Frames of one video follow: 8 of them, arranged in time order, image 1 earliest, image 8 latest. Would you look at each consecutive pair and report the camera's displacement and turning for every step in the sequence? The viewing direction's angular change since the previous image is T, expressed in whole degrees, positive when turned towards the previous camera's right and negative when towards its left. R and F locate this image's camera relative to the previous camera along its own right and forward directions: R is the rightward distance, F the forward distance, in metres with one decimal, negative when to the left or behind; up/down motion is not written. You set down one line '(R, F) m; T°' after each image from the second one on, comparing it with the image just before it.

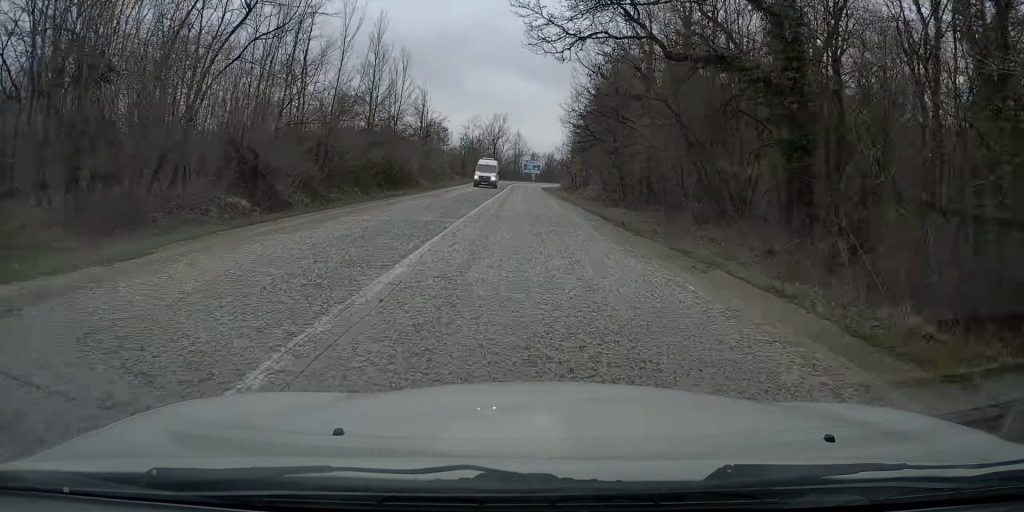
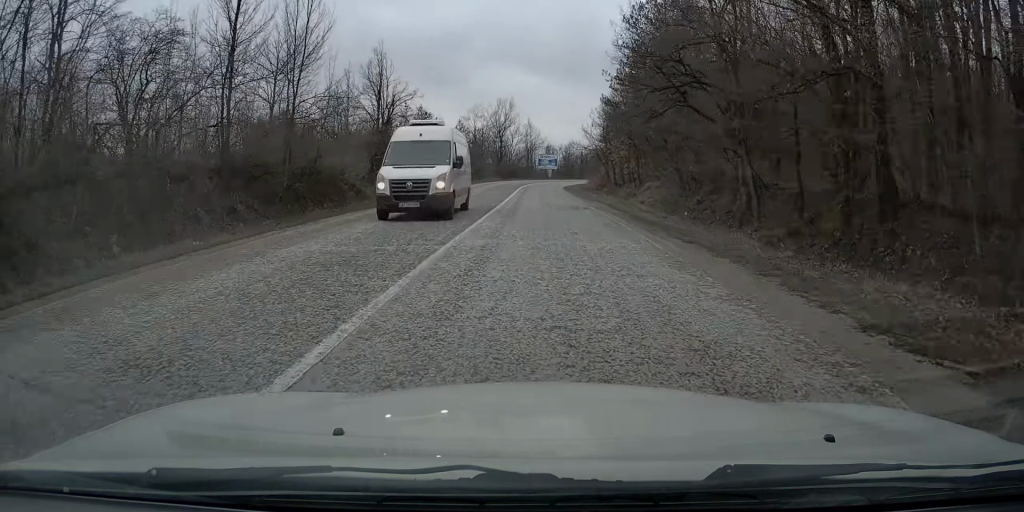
(-0.6, +25.1) m; -1°
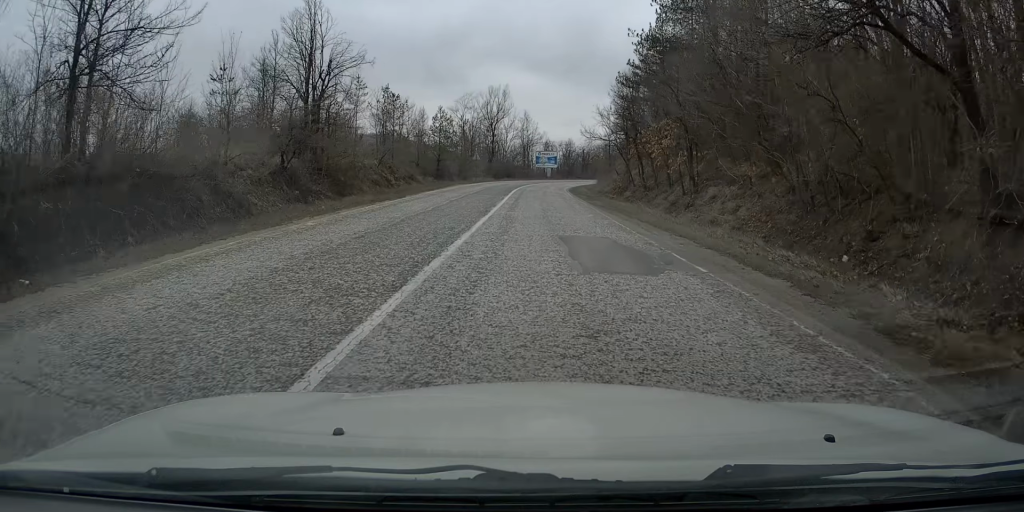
(+0.2, +15.0) m; 0°
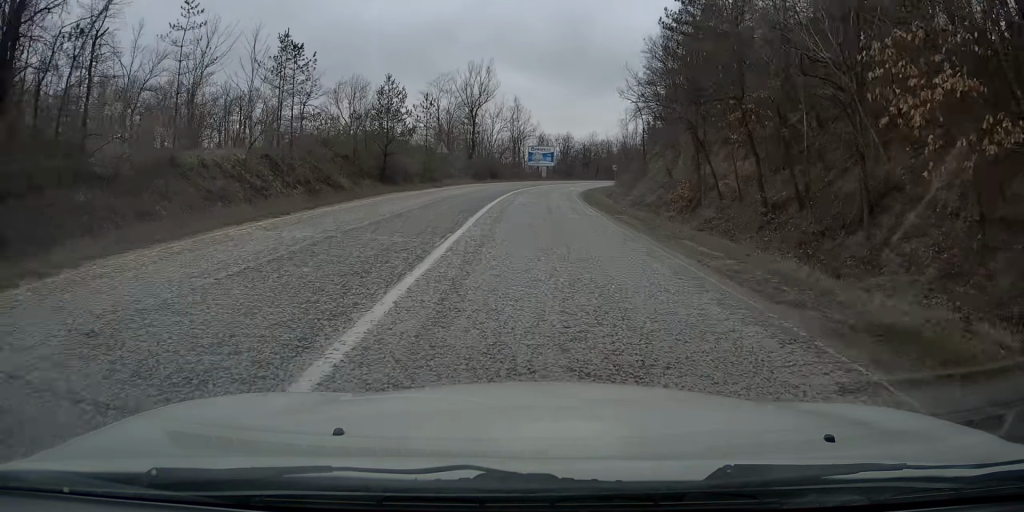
(-0.4, +21.5) m; -1°
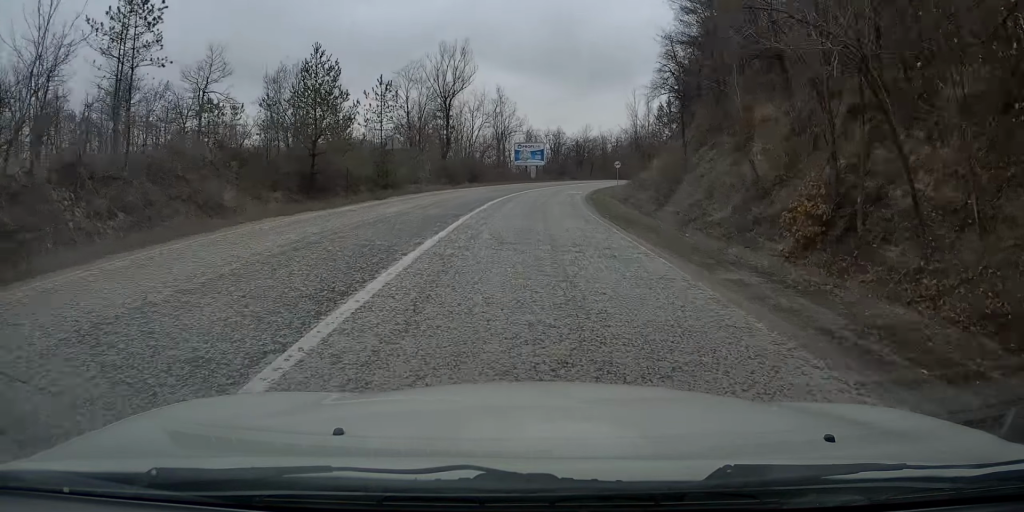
(0.0, +13.1) m; +1°
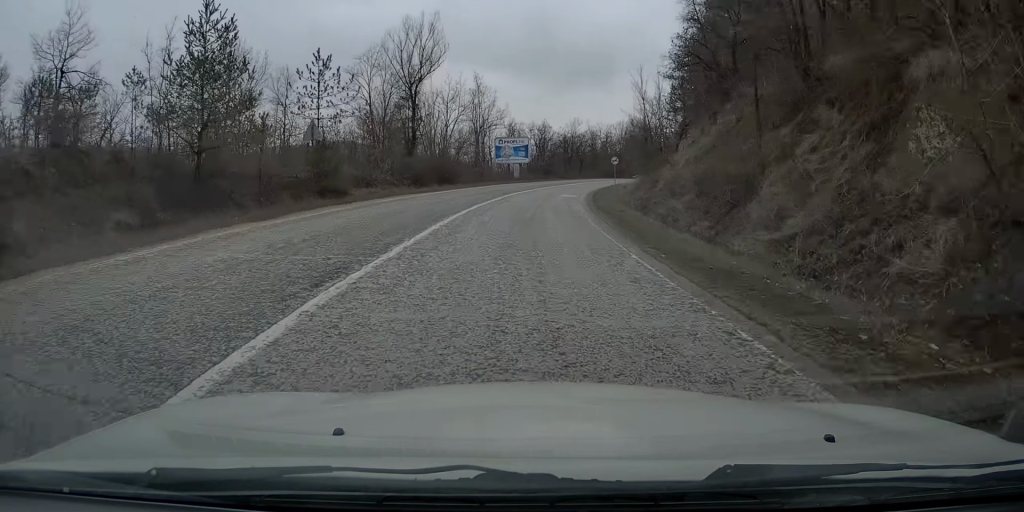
(+0.1, +10.4) m; +1°
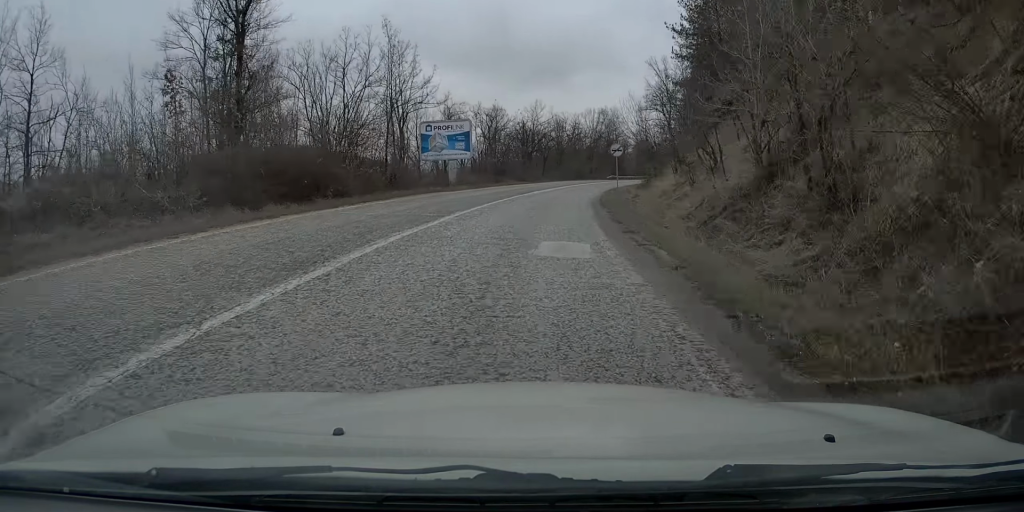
(+0.9, +26.6) m; +3°
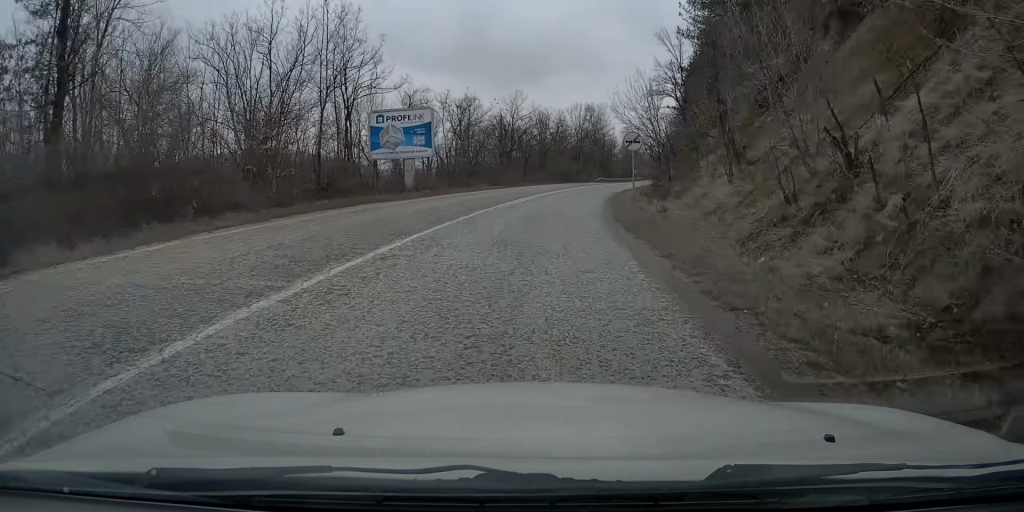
(+0.1, +11.1) m; +1°
